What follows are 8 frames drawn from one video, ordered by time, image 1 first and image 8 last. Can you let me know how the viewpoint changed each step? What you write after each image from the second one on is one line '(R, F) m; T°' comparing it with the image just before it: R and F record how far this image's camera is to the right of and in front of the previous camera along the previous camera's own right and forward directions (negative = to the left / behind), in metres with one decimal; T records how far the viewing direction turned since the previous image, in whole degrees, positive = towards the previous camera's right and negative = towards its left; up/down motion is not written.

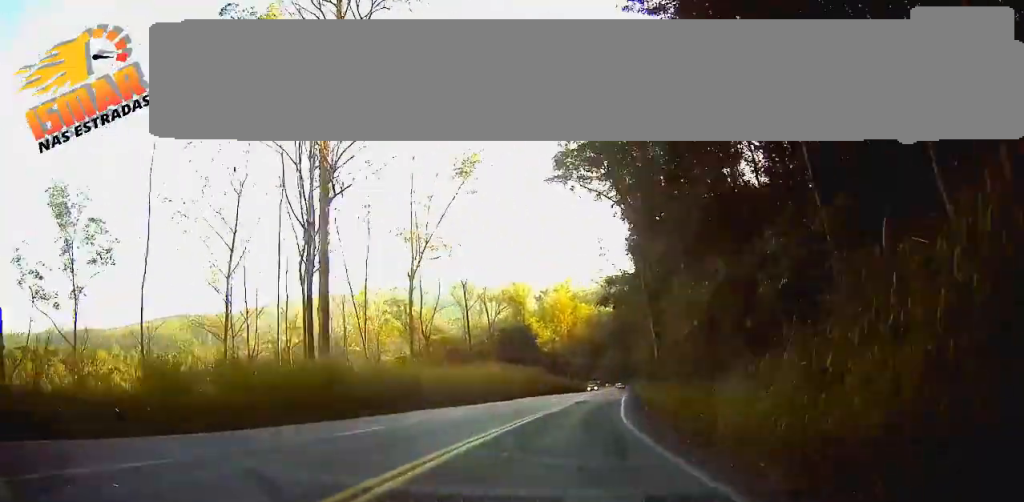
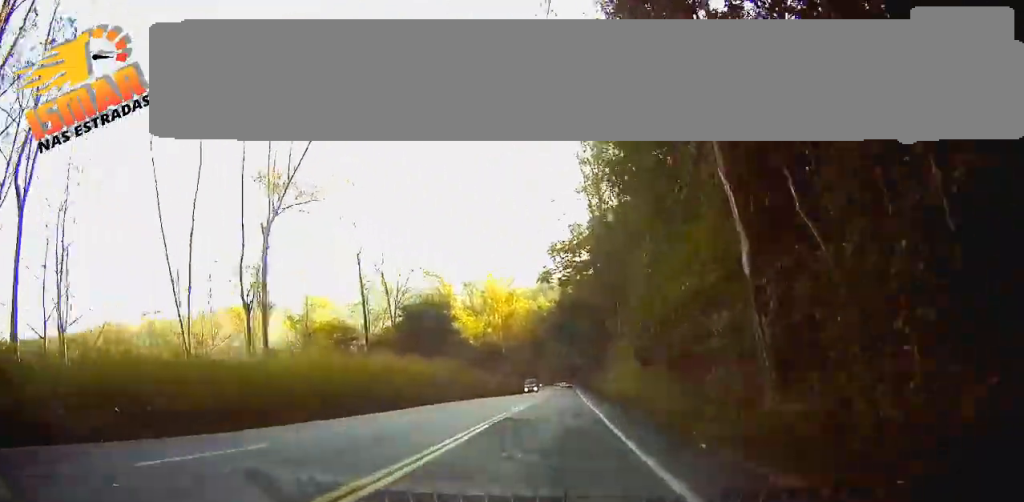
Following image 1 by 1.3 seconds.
(+1.8, +30.2) m; +6°
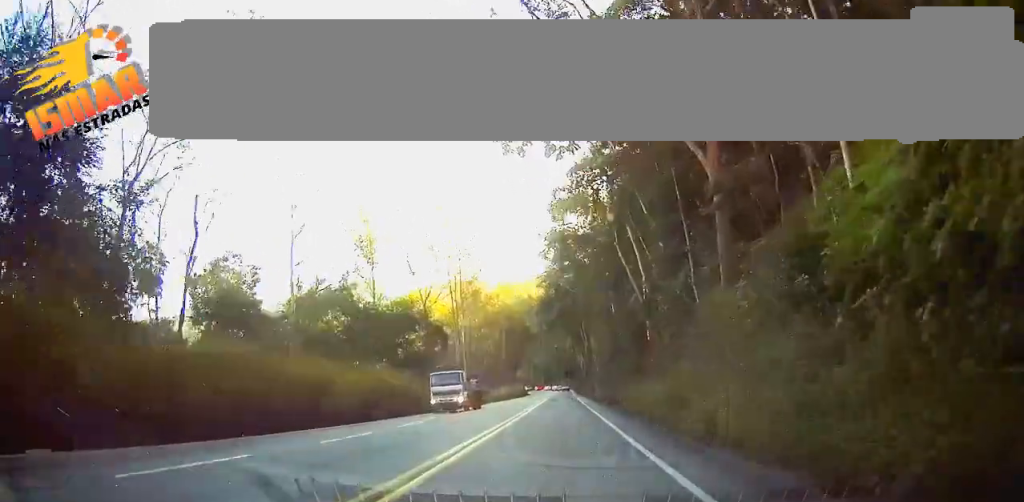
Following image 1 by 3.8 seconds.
(+2.0, +59.0) m; +2°
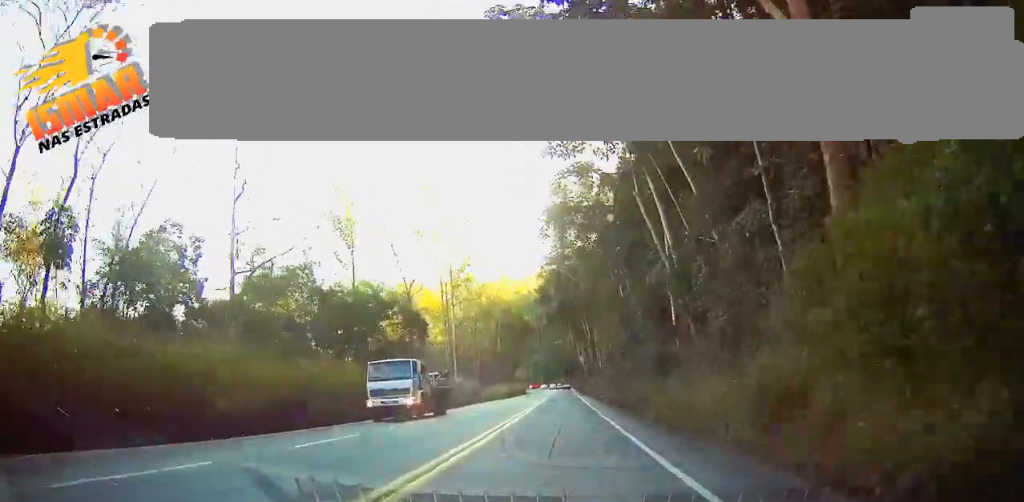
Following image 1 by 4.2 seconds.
(-0.1, +9.9) m; 0°
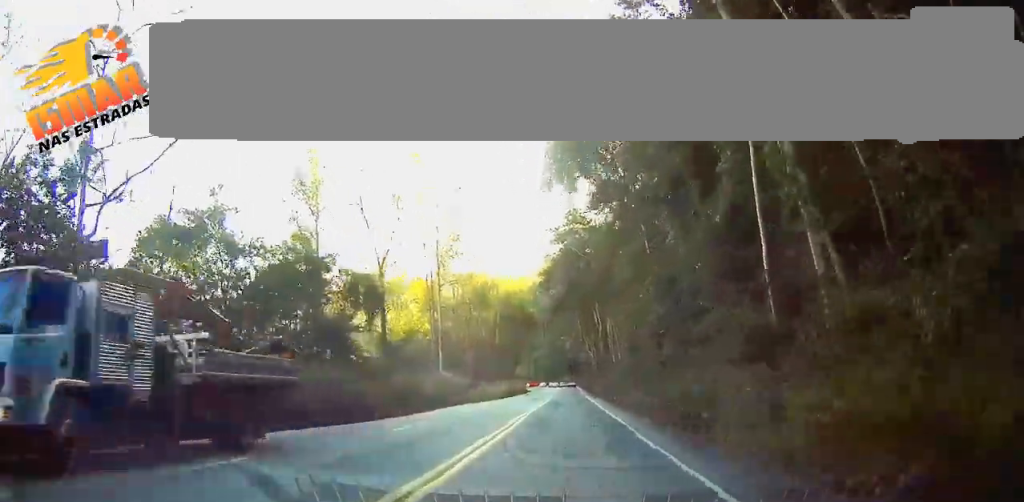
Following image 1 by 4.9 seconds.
(+0.2, +15.5) m; 0°
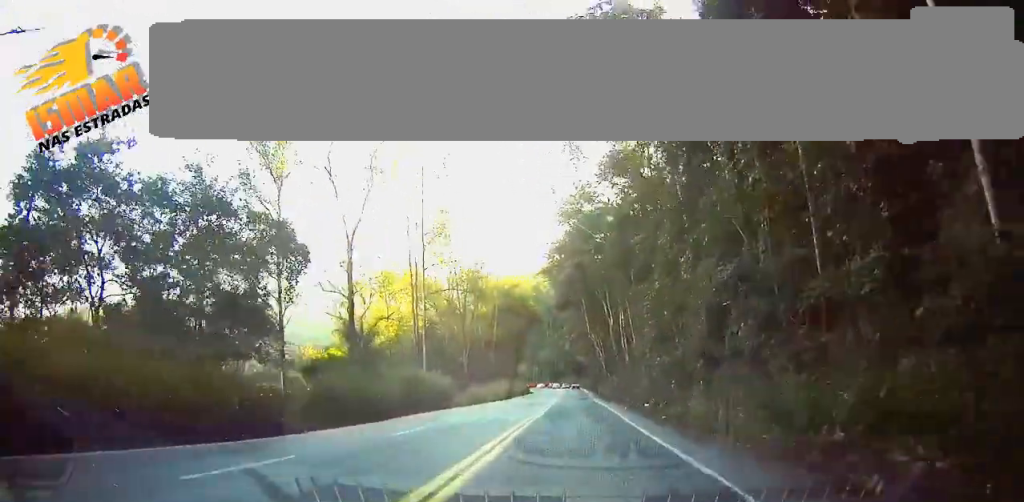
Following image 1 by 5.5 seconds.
(0.0, +11.6) m; 0°
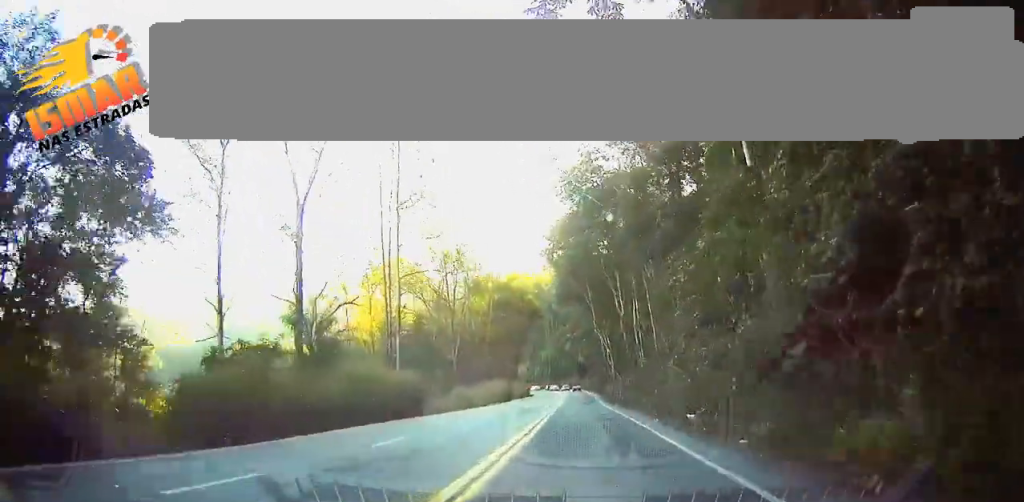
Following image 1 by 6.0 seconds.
(-0.1, +11.5) m; 0°
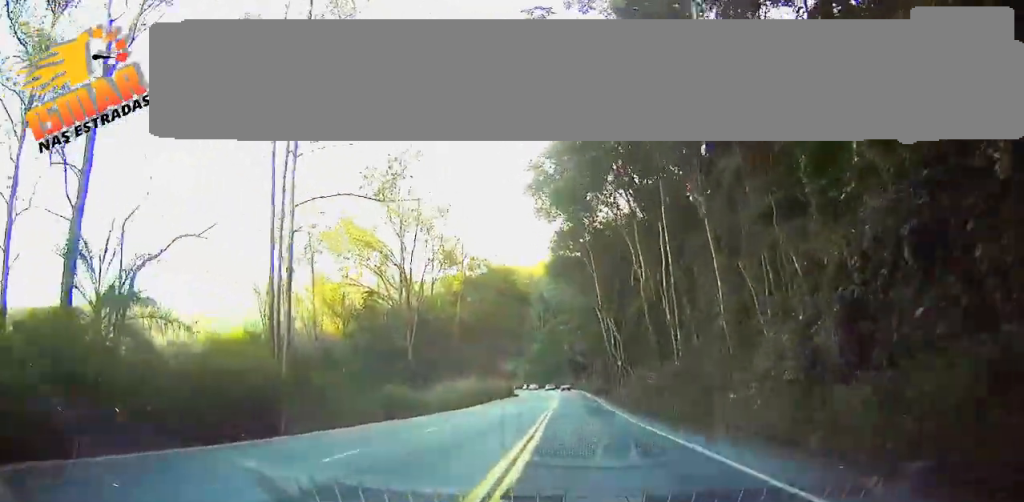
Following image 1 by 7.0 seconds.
(0.0, +21.5) m; +1°
